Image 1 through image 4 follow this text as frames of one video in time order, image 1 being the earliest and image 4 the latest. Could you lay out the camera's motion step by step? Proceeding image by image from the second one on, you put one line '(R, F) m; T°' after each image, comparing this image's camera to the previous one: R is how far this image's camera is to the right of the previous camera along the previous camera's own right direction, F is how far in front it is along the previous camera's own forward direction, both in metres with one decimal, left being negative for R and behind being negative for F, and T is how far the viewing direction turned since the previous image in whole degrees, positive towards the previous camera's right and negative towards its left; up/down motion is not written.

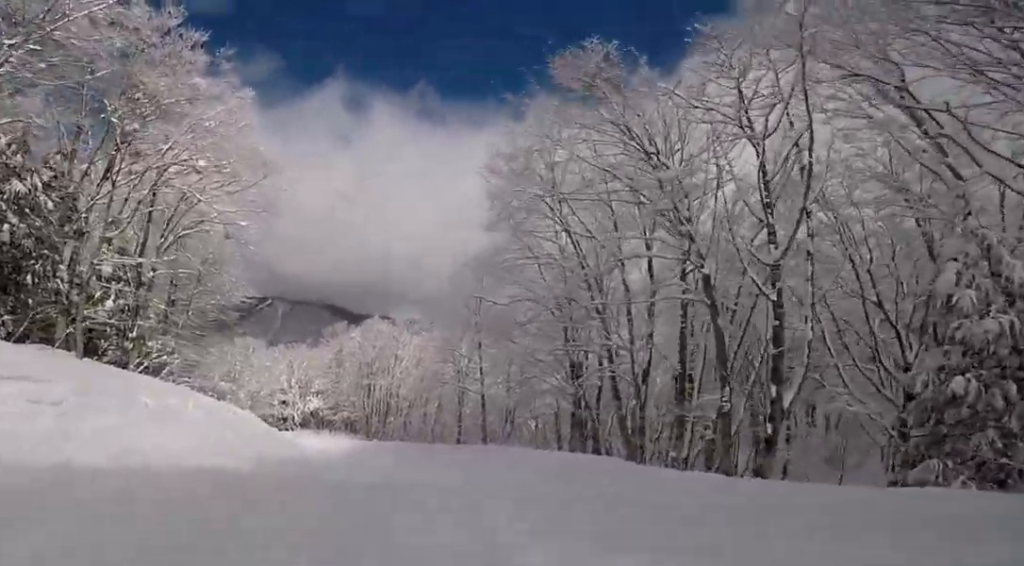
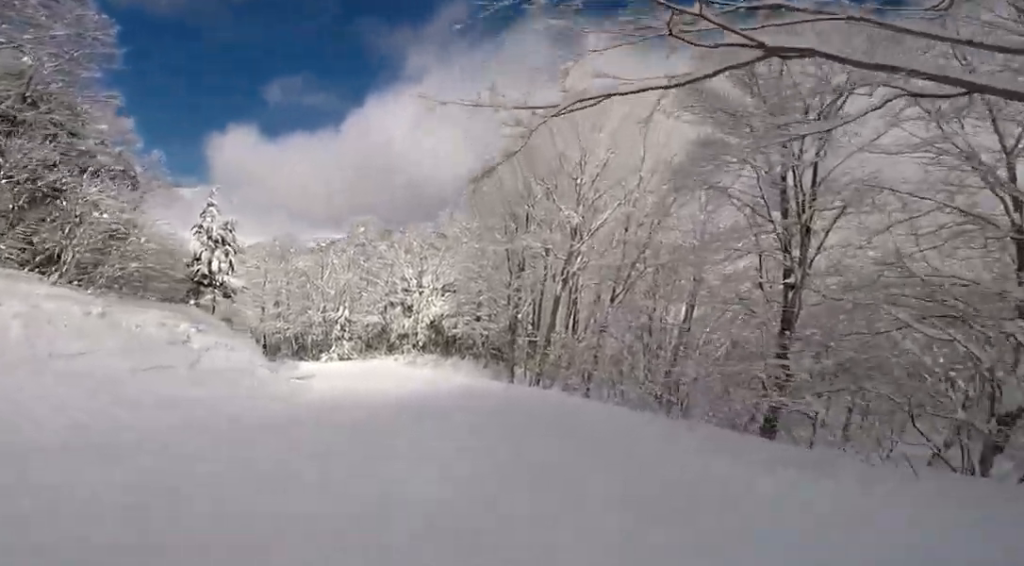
(-3.3, +35.3) m; -16°
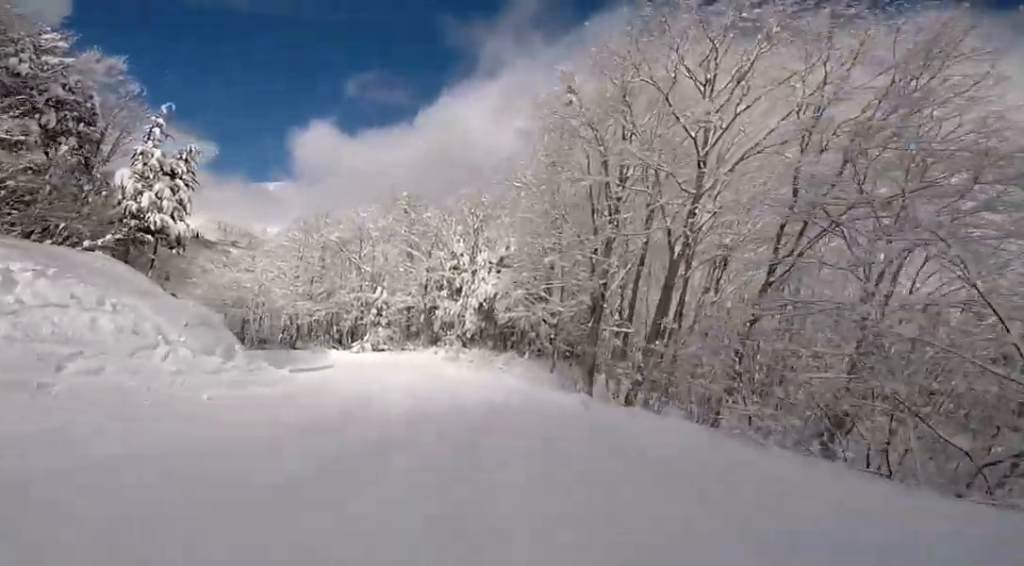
(-0.7, +9.3) m; -18°
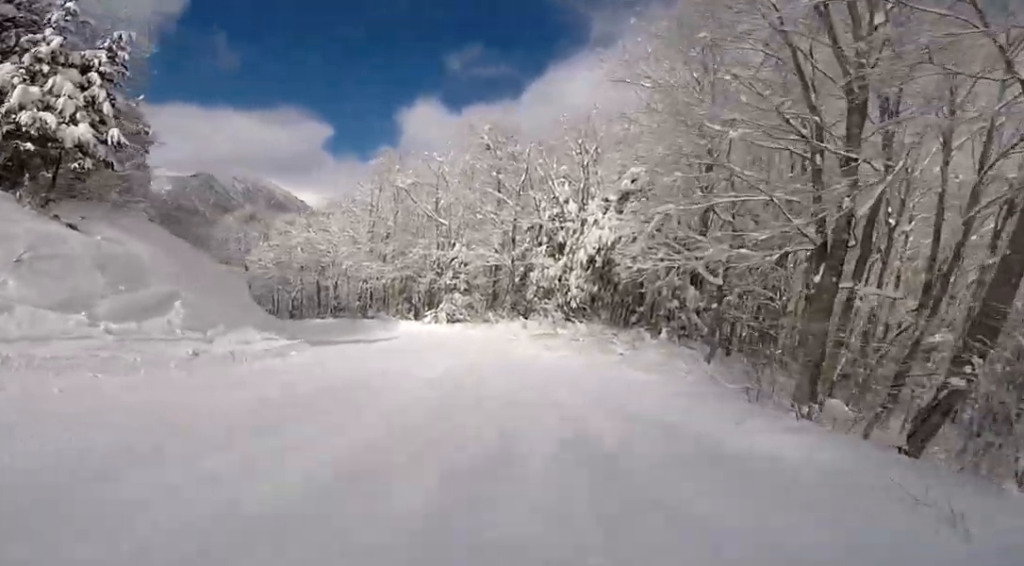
(-1.9, +8.6) m; -9°
